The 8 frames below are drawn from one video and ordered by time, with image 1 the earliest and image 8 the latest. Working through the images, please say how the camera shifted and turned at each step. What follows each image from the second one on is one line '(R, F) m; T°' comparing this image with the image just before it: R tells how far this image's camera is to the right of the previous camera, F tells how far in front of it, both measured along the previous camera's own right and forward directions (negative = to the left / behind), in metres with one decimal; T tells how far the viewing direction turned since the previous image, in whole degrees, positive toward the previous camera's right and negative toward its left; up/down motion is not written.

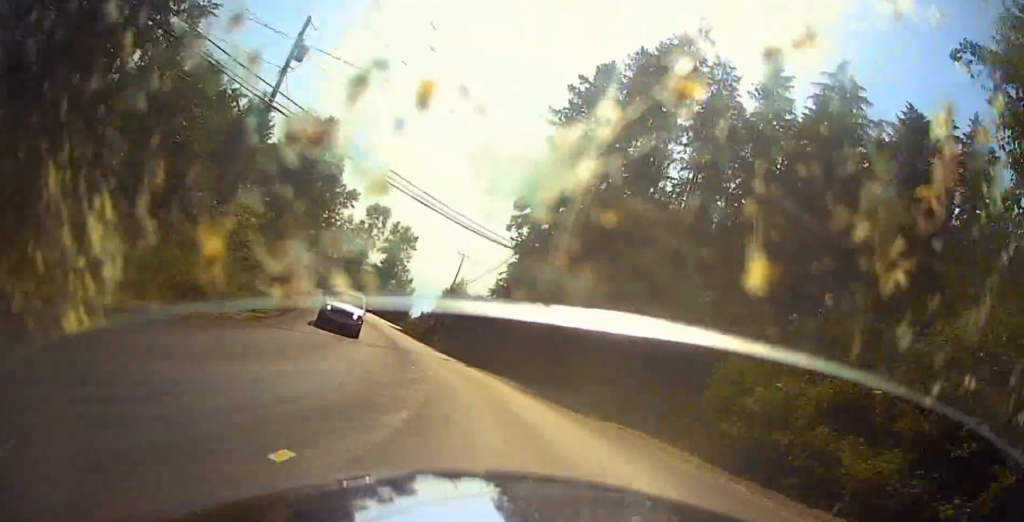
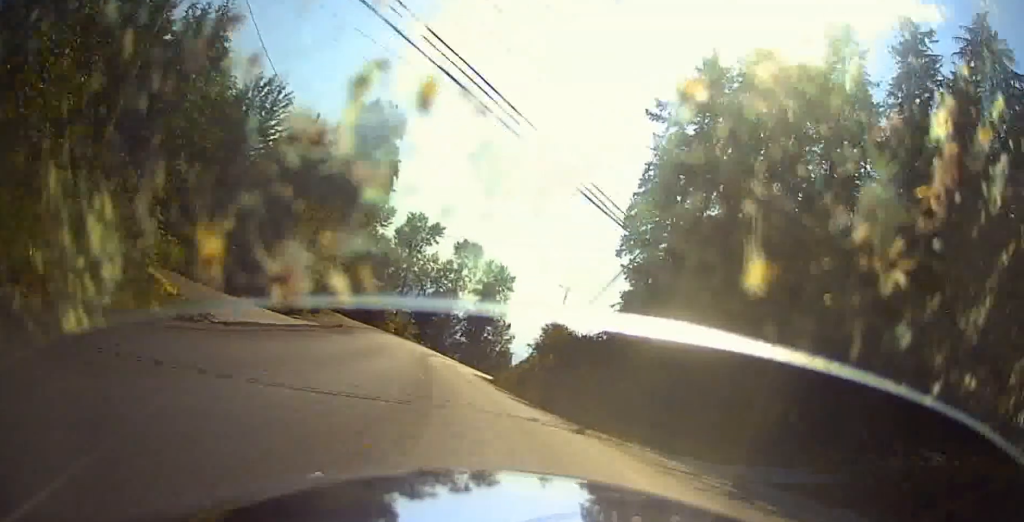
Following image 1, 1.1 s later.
(0.0, +11.1) m; -4°
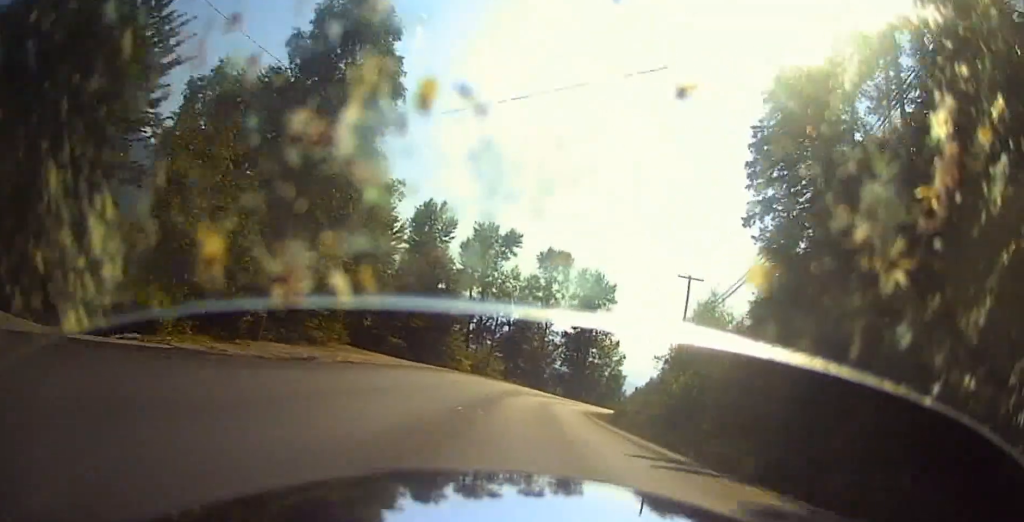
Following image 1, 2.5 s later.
(-1.9, +14.5) m; -11°
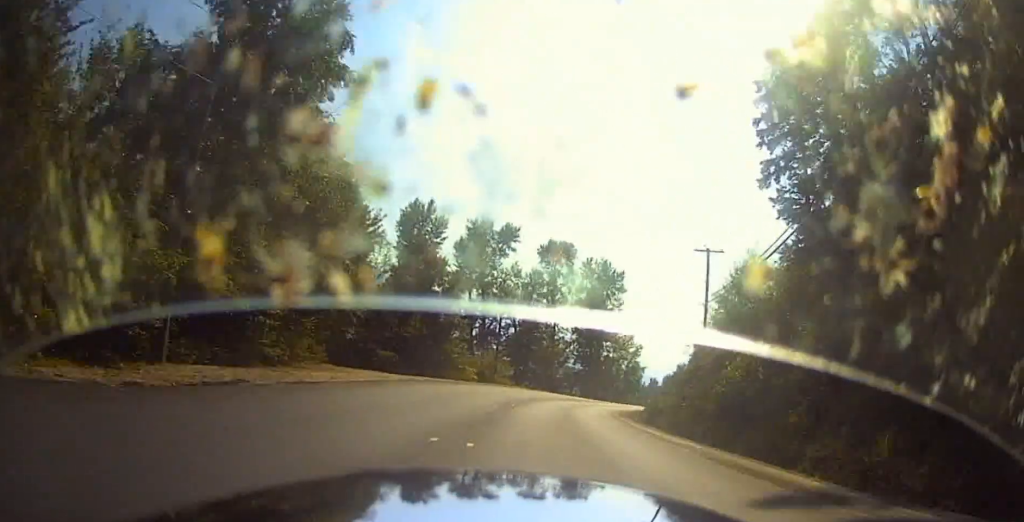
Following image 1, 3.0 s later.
(0.0, +4.6) m; -1°
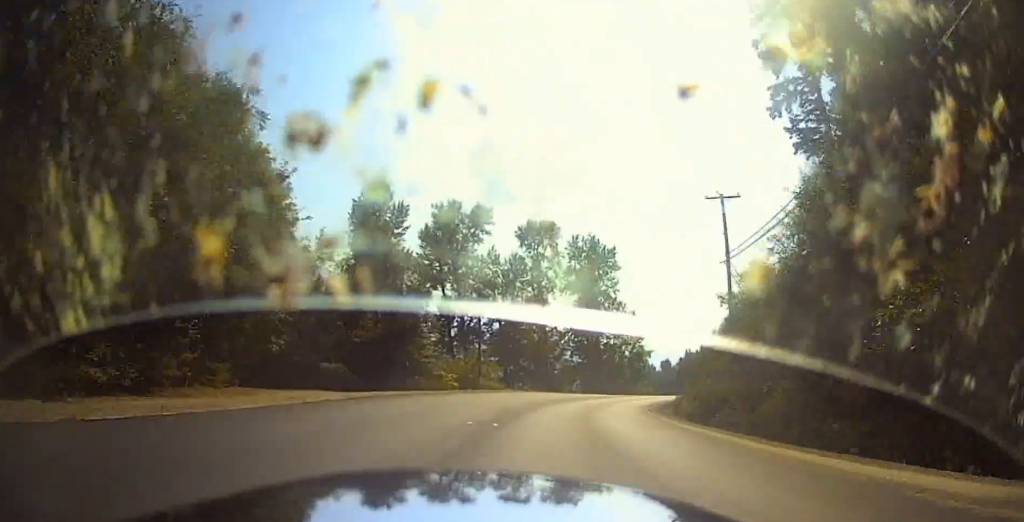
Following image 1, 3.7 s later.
(+0.3, +7.9) m; -1°
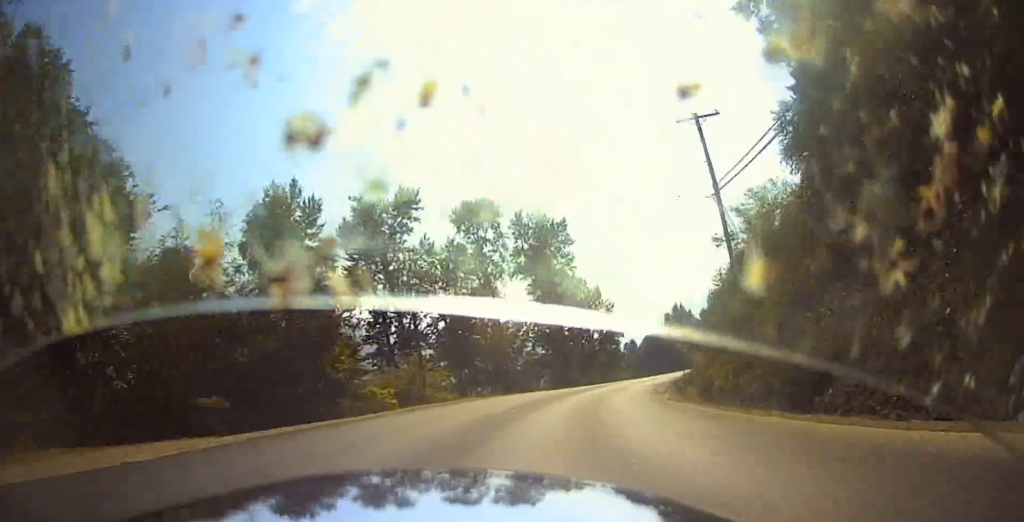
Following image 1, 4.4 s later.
(-0.3, +7.9) m; 0°
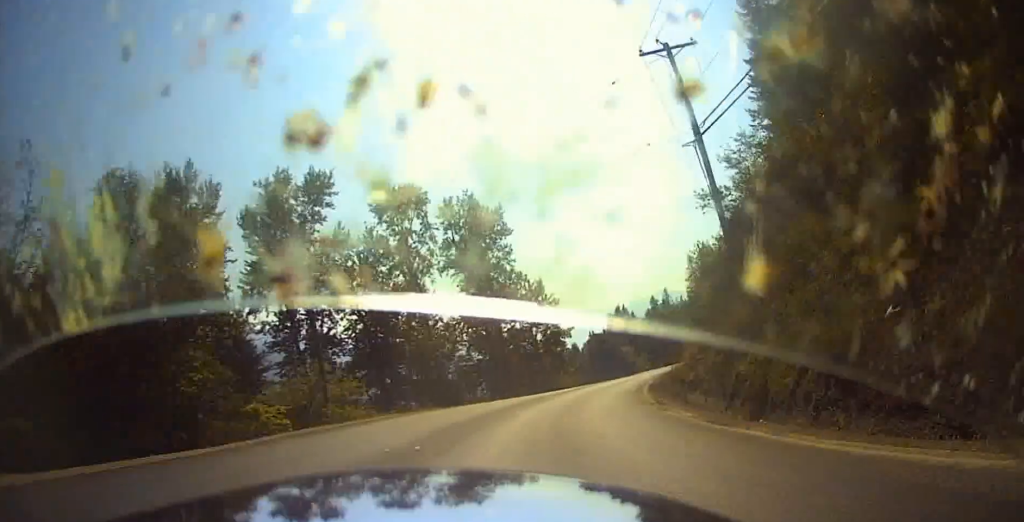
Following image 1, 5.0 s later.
(0.0, +6.9) m; +2°
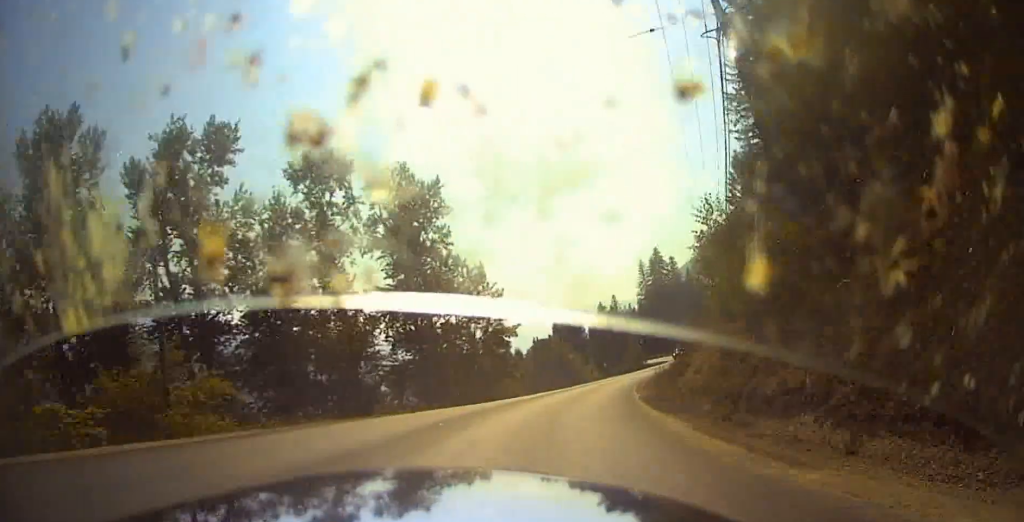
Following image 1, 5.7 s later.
(+0.2, +8.2) m; +4°
